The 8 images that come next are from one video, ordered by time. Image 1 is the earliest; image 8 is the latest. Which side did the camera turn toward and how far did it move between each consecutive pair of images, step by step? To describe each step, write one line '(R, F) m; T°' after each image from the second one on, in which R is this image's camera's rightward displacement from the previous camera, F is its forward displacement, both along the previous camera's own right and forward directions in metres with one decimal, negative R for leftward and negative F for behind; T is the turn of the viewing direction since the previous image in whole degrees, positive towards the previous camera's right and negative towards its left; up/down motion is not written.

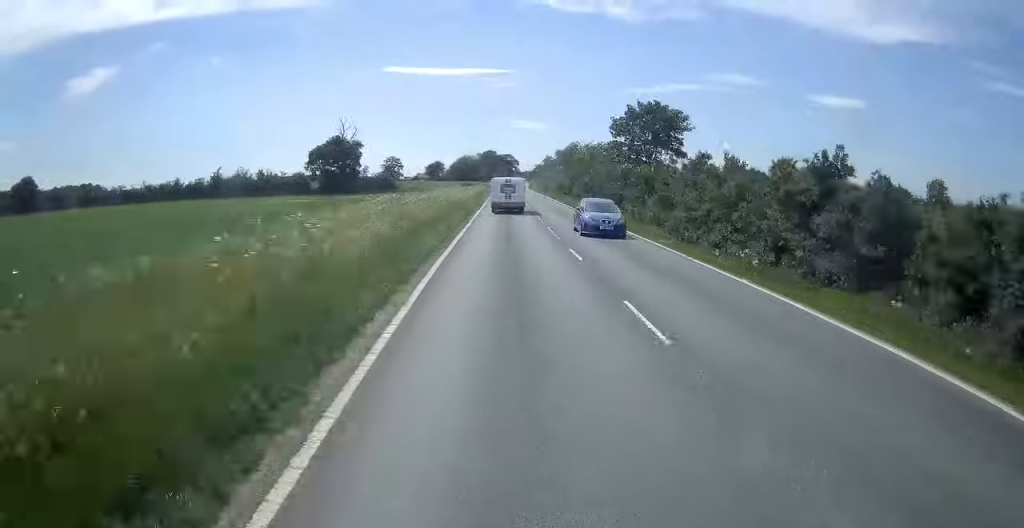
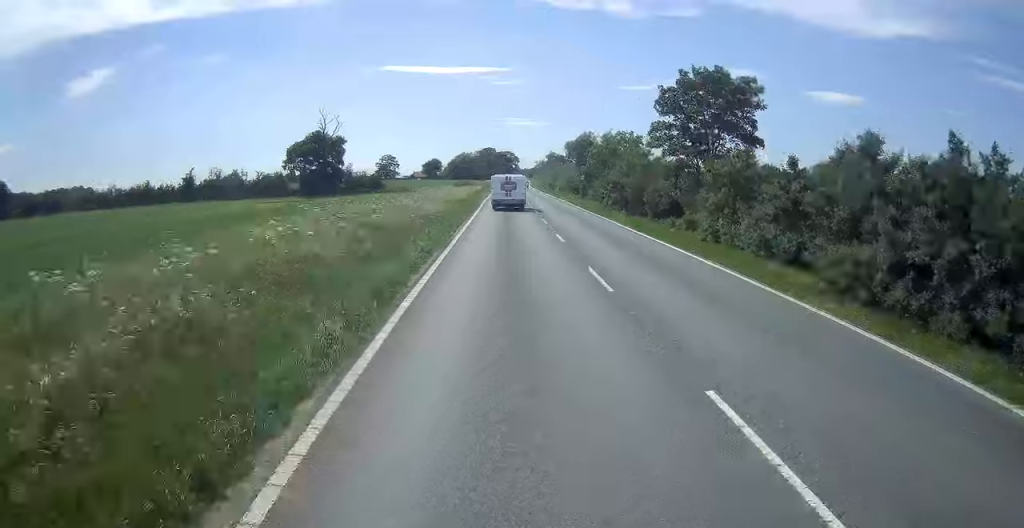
(-0.4, +14.0) m; 0°
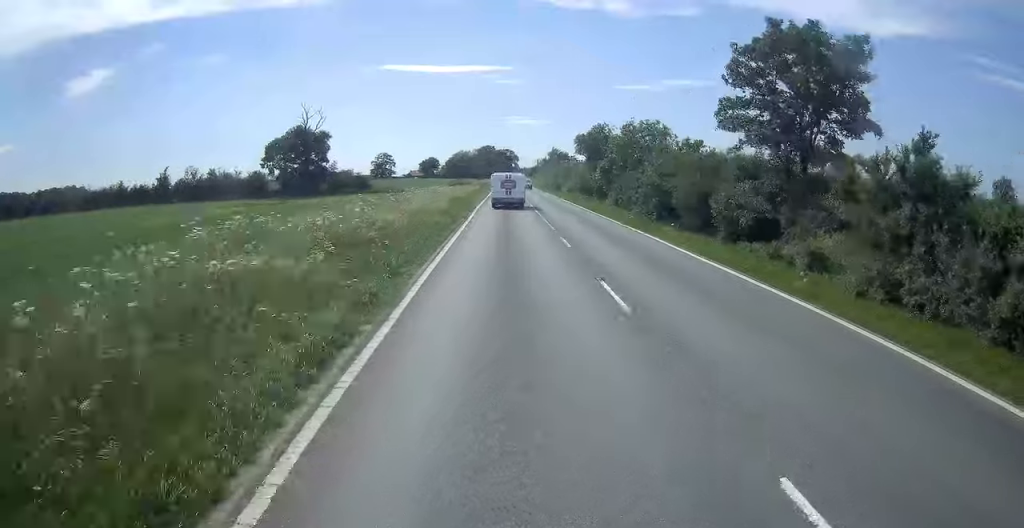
(-0.4, +10.9) m; 0°
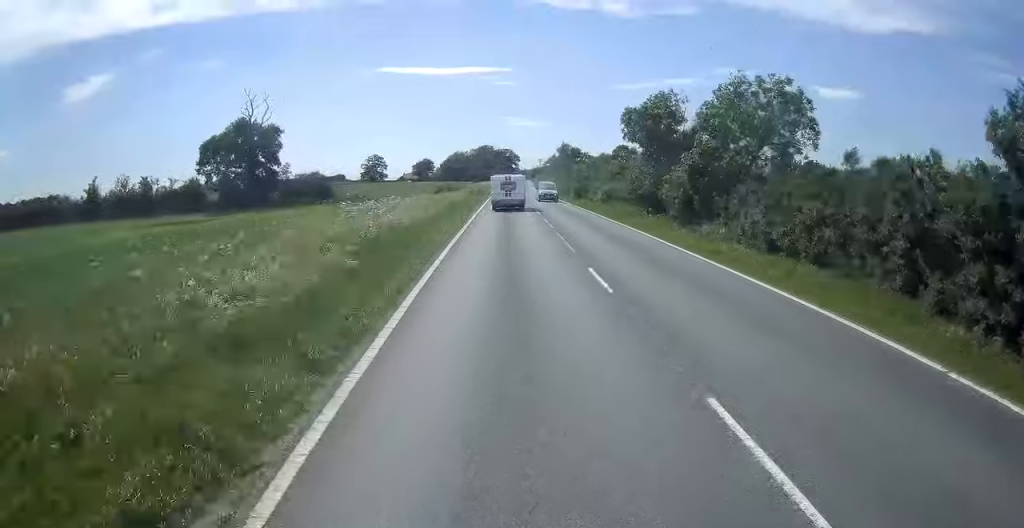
(+0.9, +25.0) m; +2°
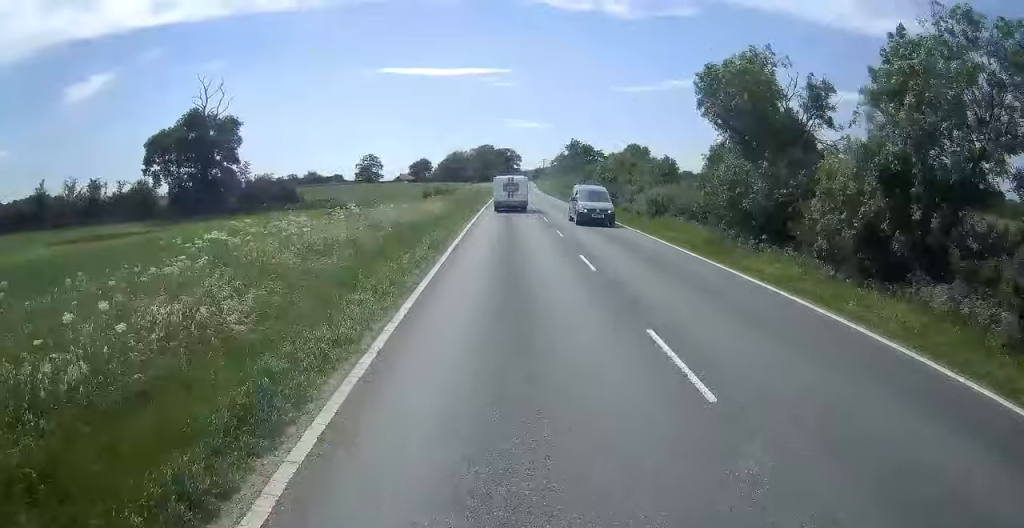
(0.0, +14.9) m; 0°
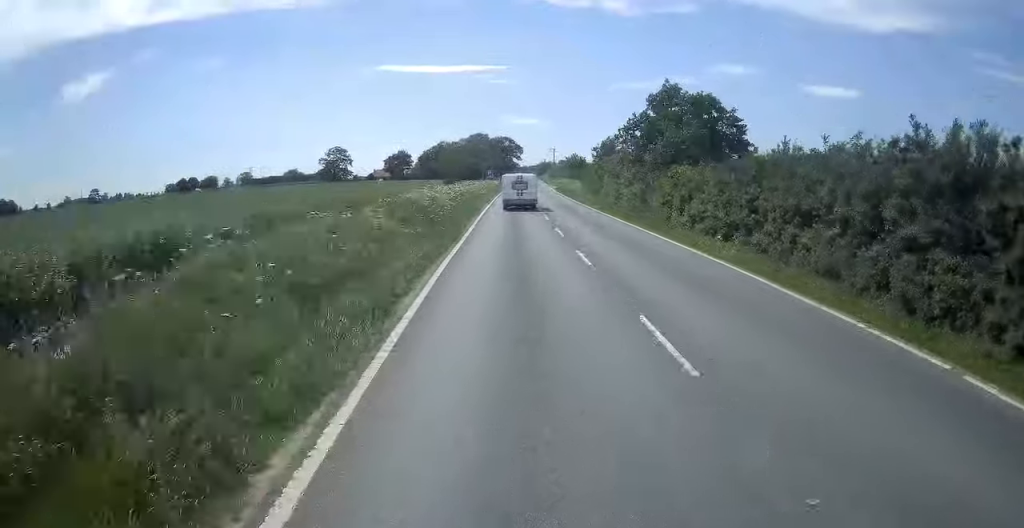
(-1.8, +61.7) m; -2°
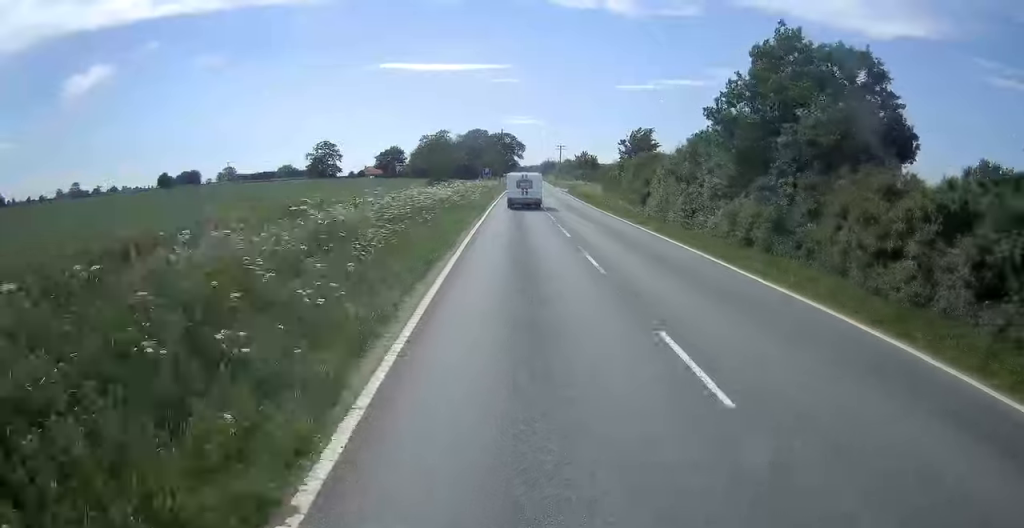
(+0.5, +18.8) m; +2°
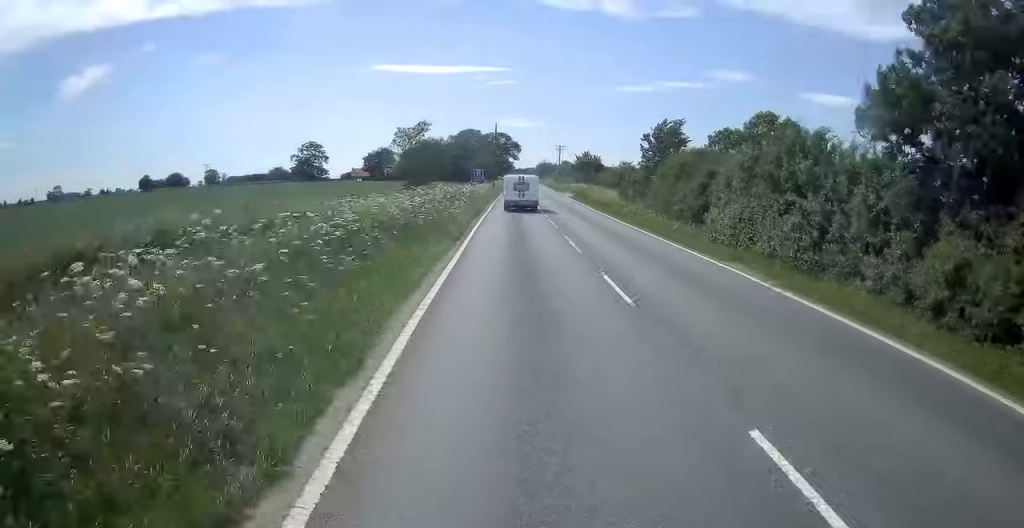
(0.0, +12.6) m; 0°
